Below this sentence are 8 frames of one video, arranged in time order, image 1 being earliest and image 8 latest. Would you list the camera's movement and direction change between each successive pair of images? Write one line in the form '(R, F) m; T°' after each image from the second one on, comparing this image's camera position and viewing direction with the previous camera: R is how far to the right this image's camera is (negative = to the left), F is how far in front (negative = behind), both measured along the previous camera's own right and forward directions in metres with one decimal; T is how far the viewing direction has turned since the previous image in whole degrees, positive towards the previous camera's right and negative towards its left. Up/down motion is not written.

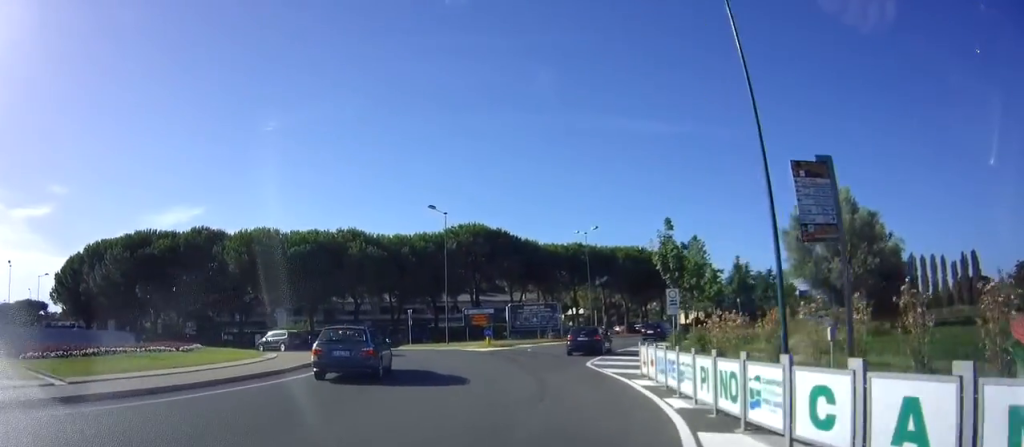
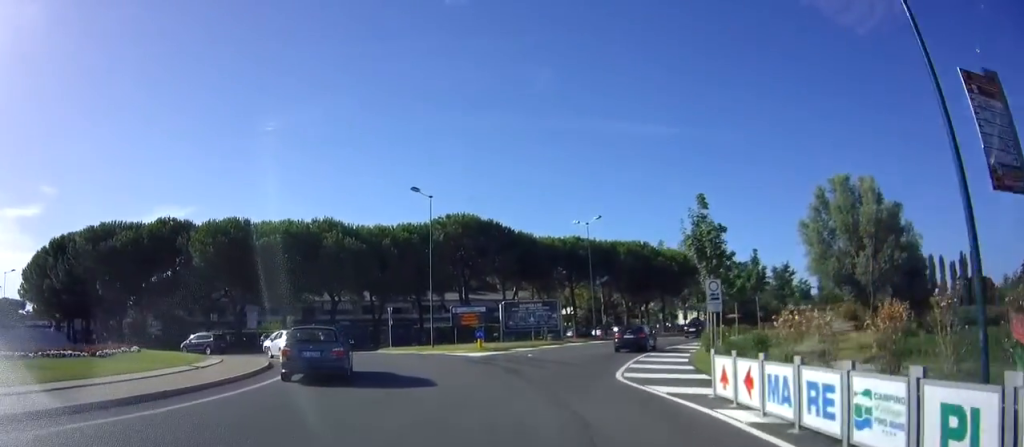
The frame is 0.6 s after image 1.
(+0.1, +5.2) m; 0°
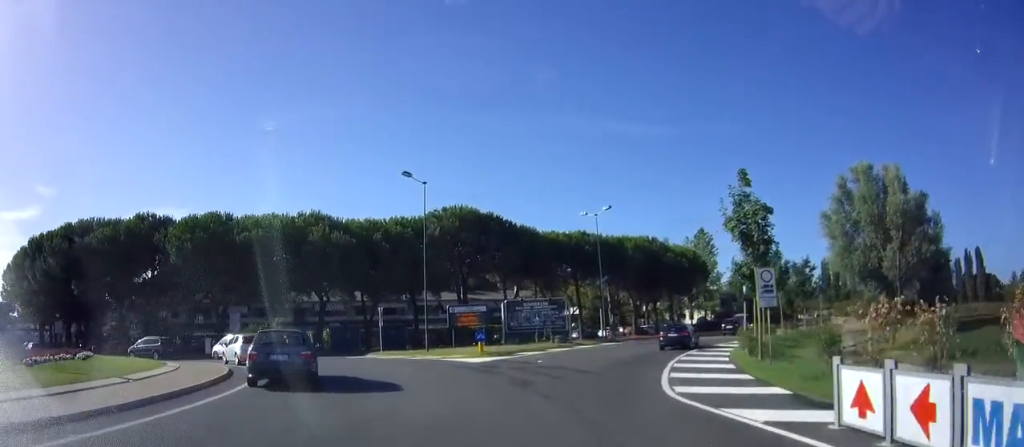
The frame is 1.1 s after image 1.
(0.0, +3.7) m; -2°
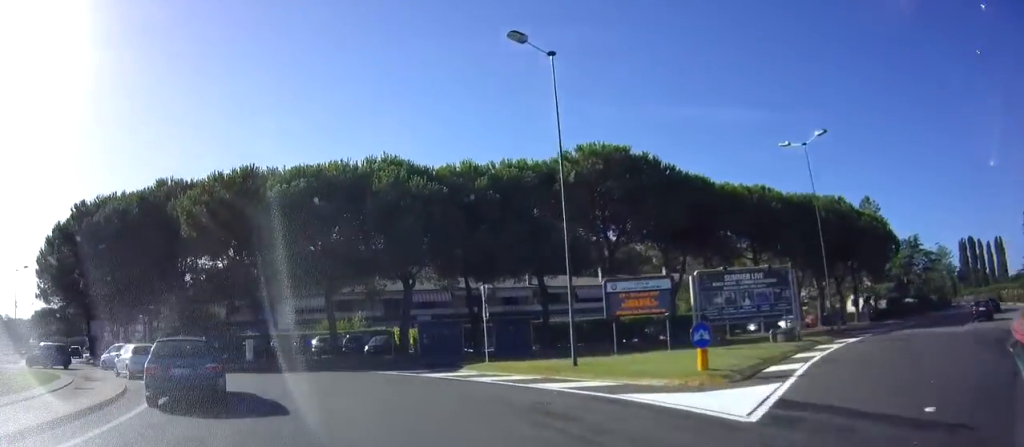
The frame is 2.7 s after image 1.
(-1.1, +14.8) m; -13°
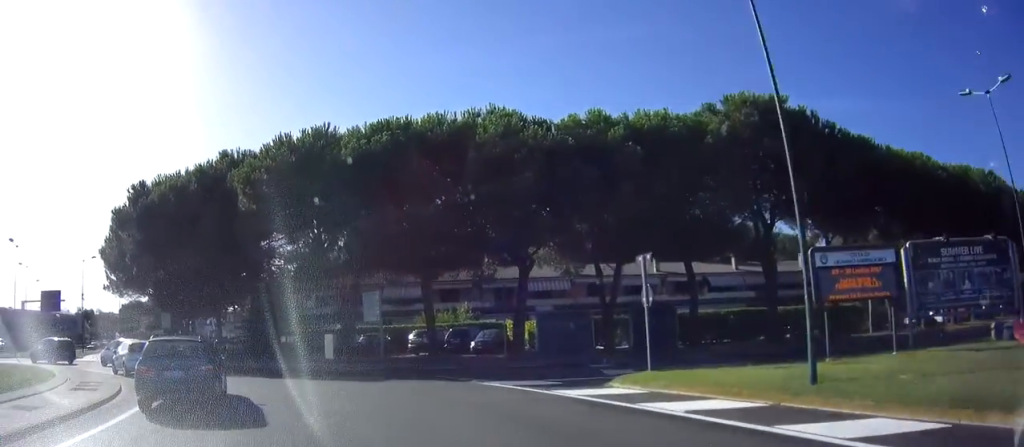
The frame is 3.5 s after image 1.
(-0.7, +6.8) m; -14°
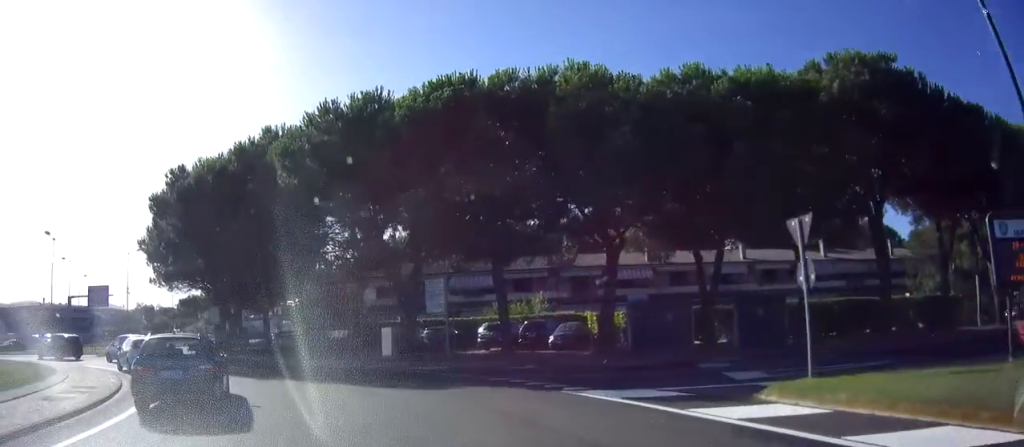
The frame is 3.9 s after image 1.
(-0.2, +3.7) m; -7°
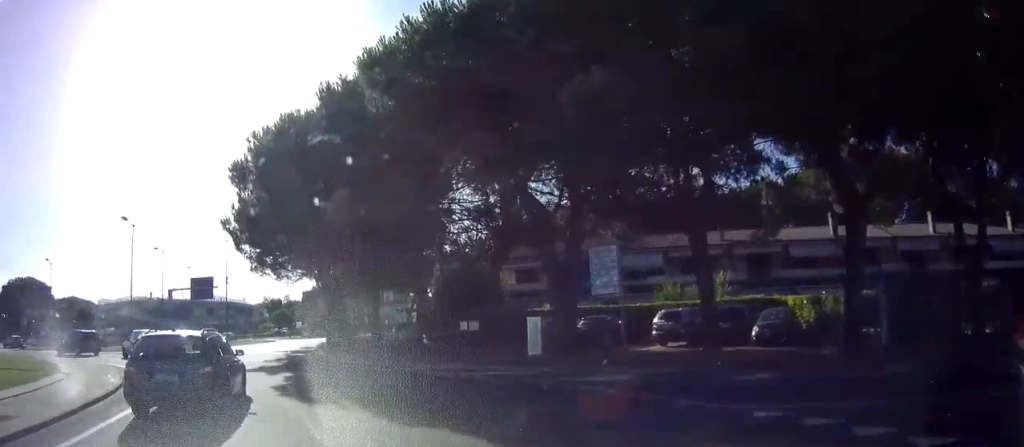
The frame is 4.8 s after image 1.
(-1.3, +7.4) m; -11°
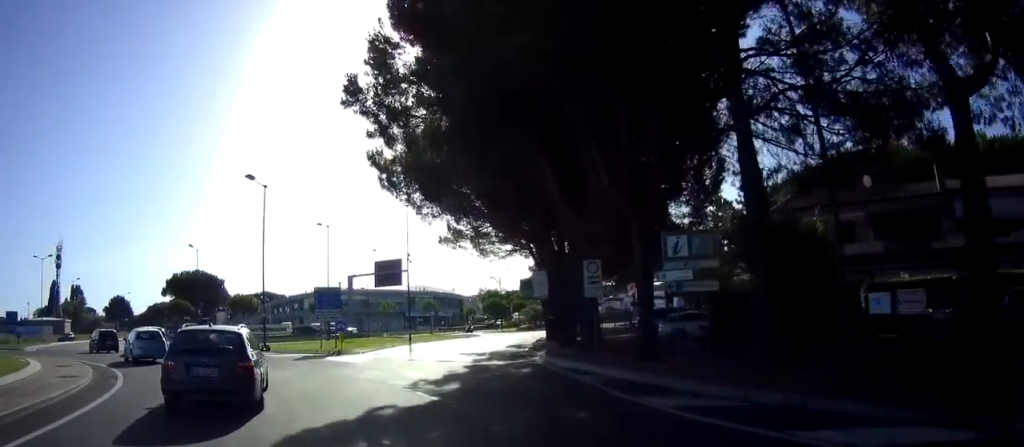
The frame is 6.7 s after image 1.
(-3.1, +13.7) m; -31°
